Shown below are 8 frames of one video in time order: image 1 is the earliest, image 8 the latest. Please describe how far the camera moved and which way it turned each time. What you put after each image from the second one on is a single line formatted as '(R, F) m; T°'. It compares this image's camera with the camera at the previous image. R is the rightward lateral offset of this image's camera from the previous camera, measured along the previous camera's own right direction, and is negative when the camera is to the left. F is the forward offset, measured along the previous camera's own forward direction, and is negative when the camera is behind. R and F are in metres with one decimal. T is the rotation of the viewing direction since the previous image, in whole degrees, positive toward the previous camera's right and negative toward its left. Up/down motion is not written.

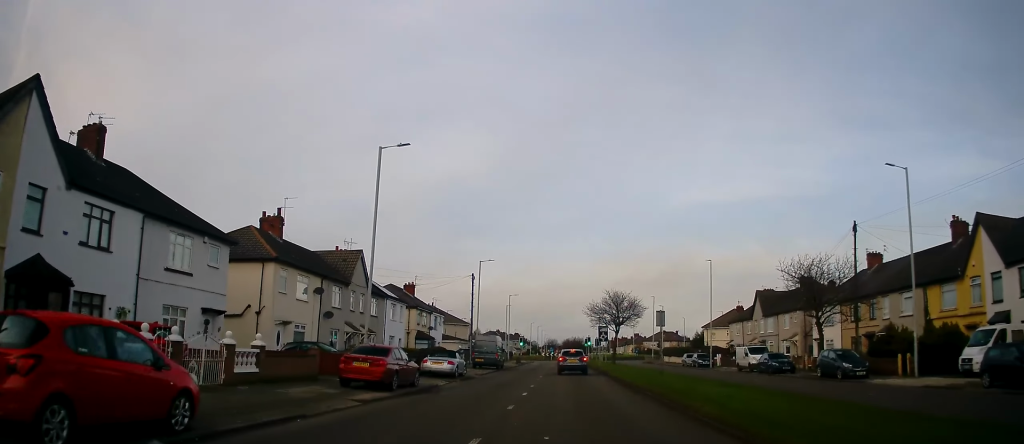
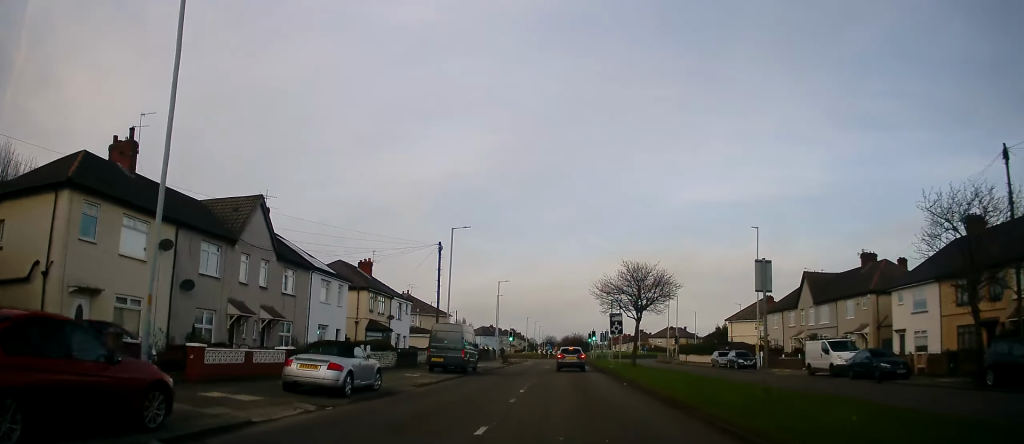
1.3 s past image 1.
(-0.2, +14.7) m; 0°
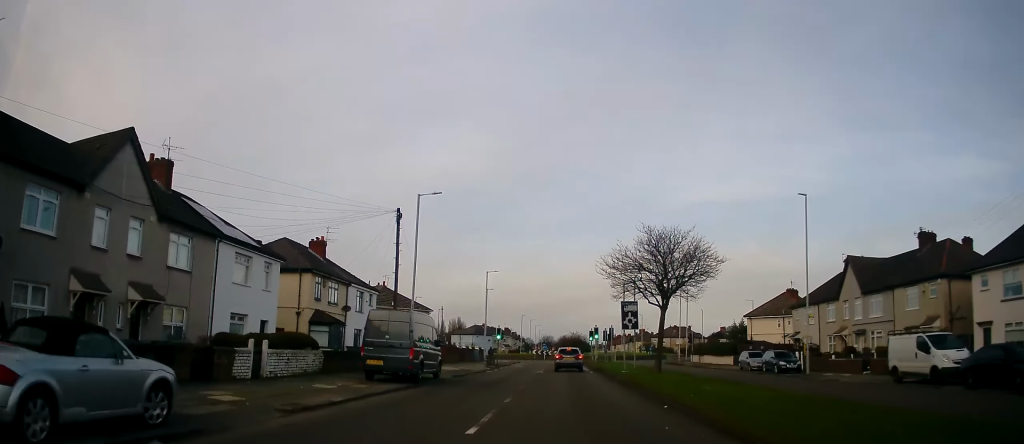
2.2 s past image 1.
(+0.1, +9.8) m; 0°
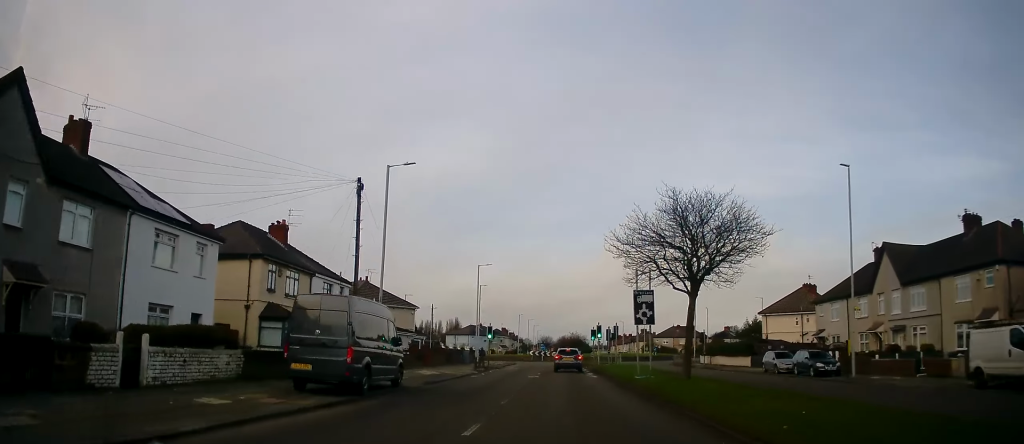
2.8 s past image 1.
(-0.2, +5.8) m; 0°
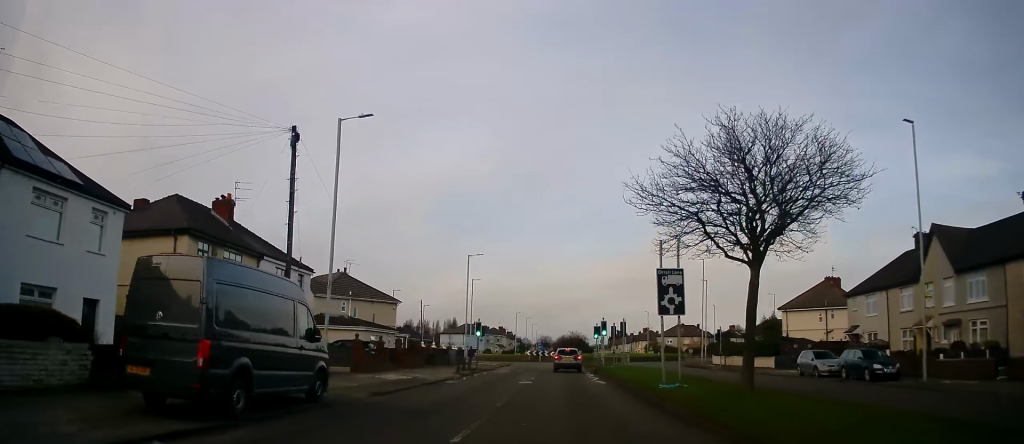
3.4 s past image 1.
(0.0, +6.4) m; 0°
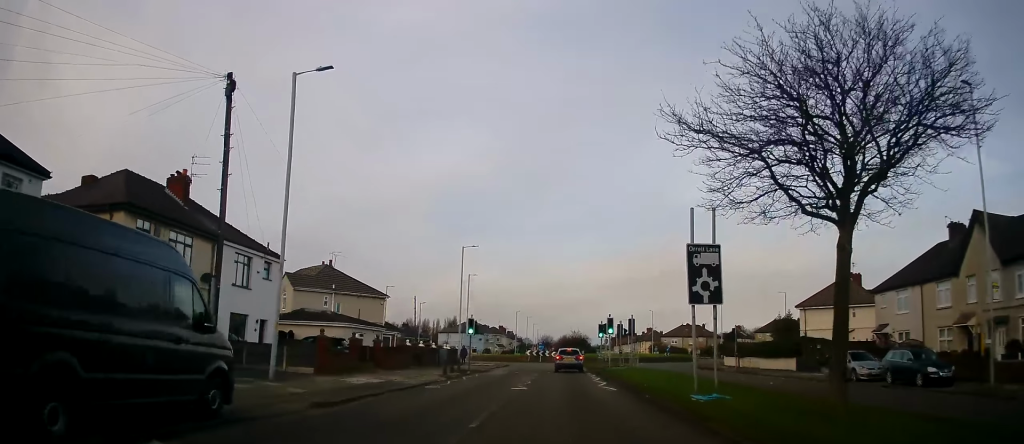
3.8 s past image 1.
(+0.1, +4.3) m; +1°
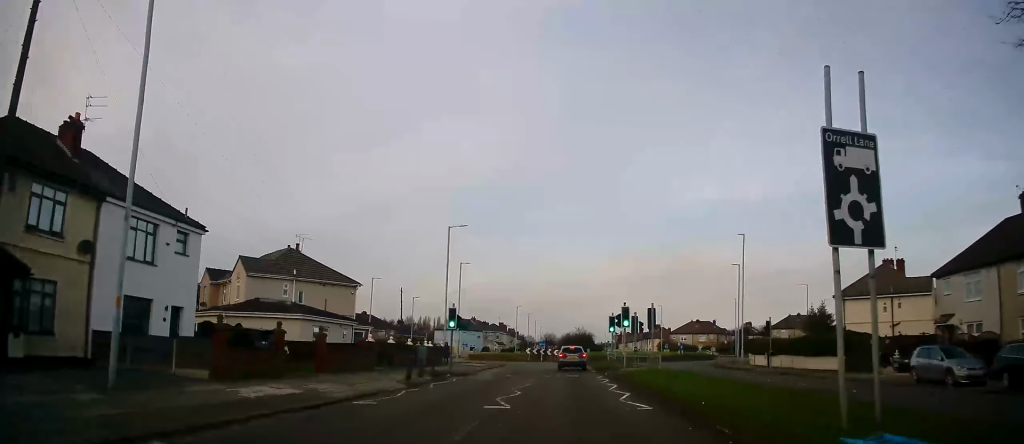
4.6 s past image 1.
(0.0, +7.7) m; 0°
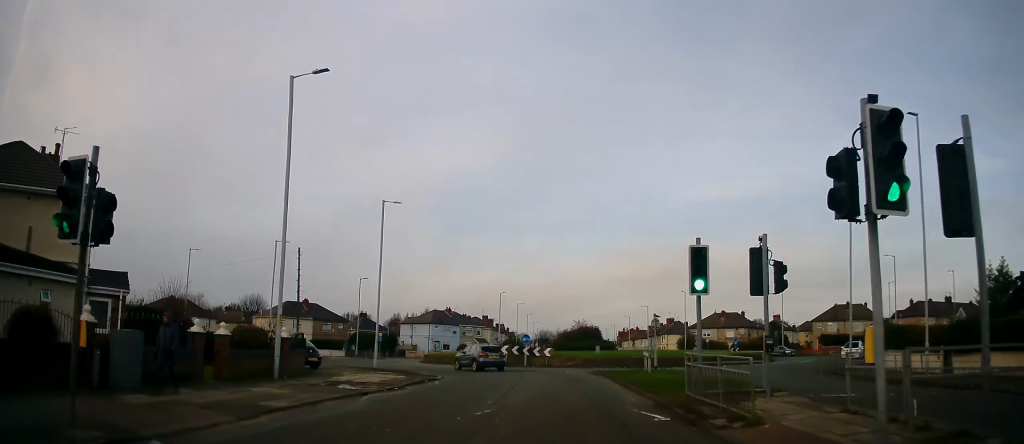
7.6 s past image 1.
(0.0, +27.2) m; 0°
